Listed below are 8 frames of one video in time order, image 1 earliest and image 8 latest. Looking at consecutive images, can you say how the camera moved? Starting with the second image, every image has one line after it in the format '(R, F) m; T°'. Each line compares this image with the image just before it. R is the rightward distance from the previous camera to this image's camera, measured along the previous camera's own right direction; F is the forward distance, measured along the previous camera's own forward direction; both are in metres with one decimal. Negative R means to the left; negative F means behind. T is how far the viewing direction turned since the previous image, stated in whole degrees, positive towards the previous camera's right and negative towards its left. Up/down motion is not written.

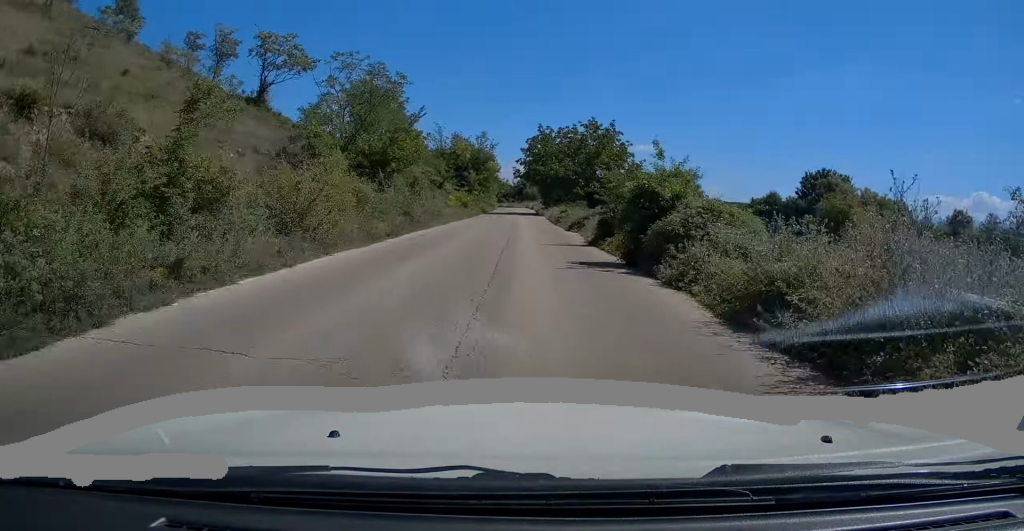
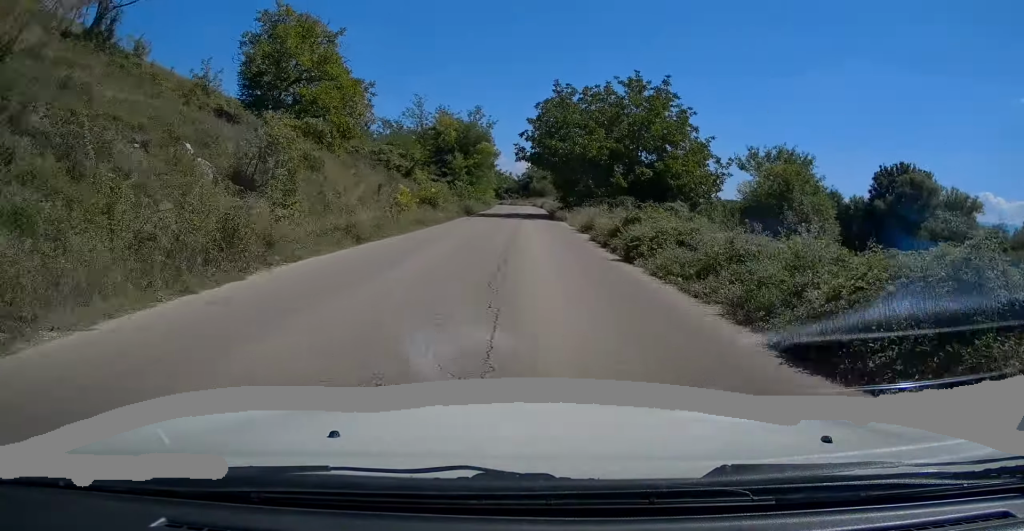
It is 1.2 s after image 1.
(0.0, +23.9) m; -1°
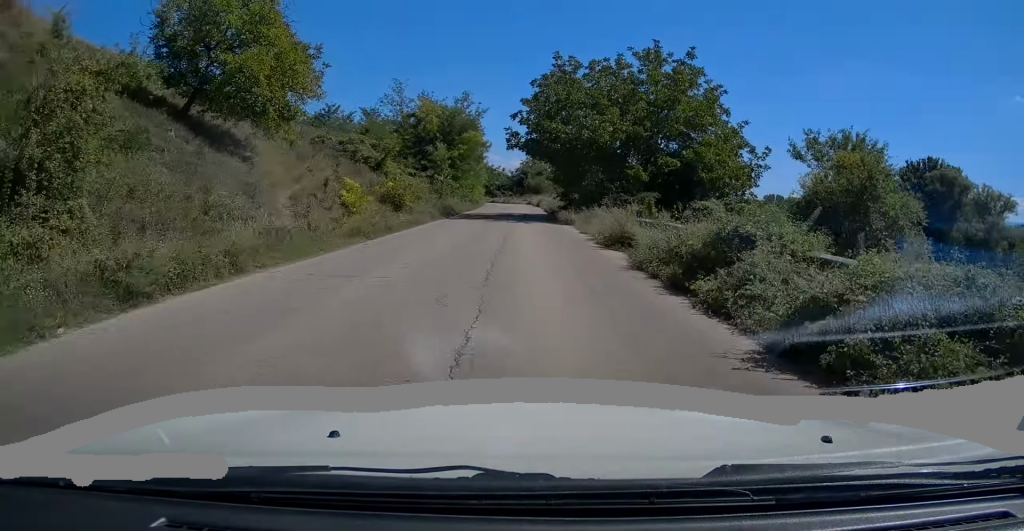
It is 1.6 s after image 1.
(-0.1, +8.5) m; 0°
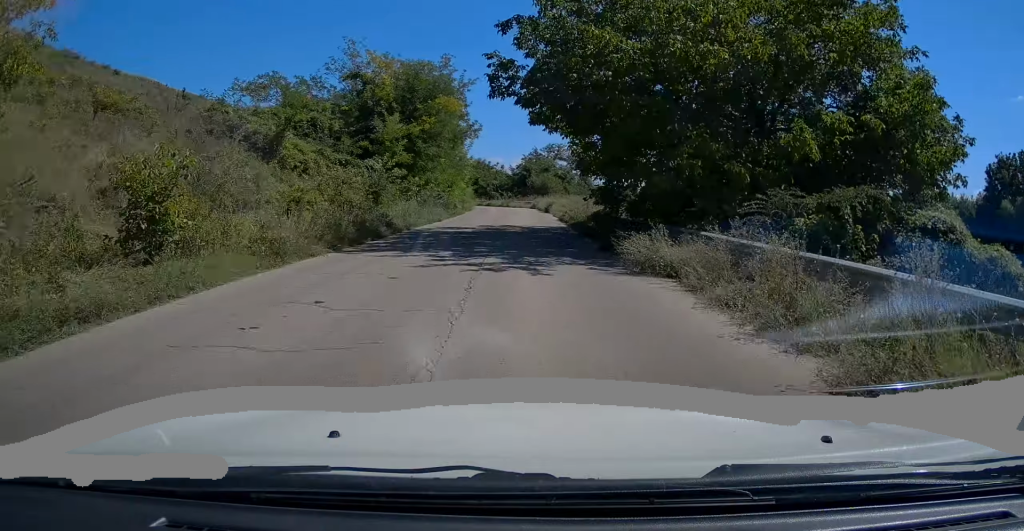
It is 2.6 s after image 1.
(-0.1, +18.7) m; 0°
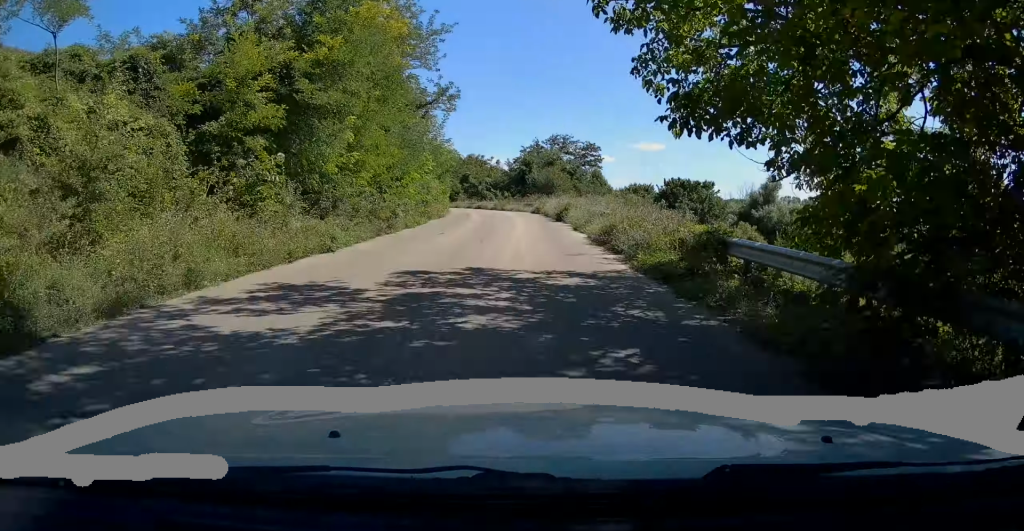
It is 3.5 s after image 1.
(+0.1, +16.3) m; -1°
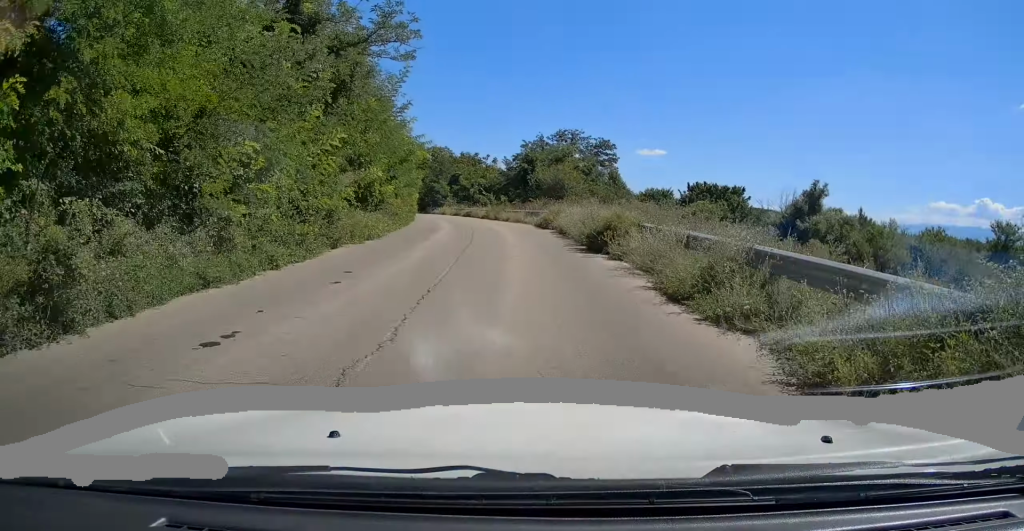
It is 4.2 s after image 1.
(-0.2, +14.1) m; -2°
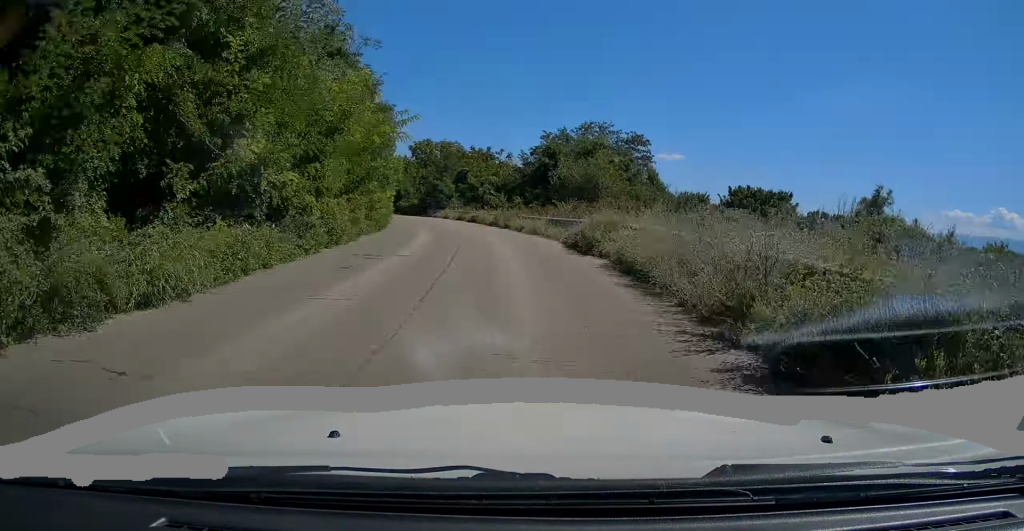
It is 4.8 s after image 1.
(-0.2, +10.7) m; -2°
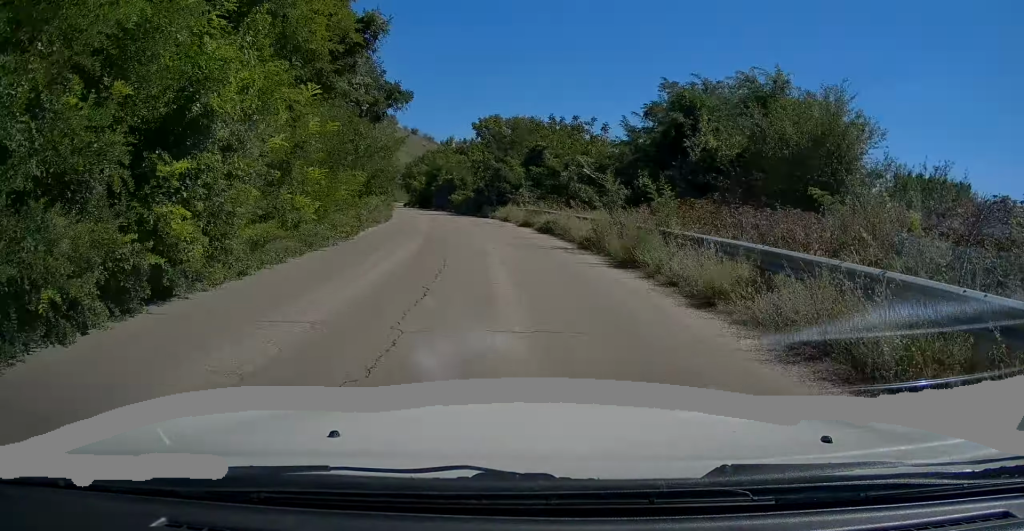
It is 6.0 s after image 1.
(-0.6, +20.6) m; -5°
